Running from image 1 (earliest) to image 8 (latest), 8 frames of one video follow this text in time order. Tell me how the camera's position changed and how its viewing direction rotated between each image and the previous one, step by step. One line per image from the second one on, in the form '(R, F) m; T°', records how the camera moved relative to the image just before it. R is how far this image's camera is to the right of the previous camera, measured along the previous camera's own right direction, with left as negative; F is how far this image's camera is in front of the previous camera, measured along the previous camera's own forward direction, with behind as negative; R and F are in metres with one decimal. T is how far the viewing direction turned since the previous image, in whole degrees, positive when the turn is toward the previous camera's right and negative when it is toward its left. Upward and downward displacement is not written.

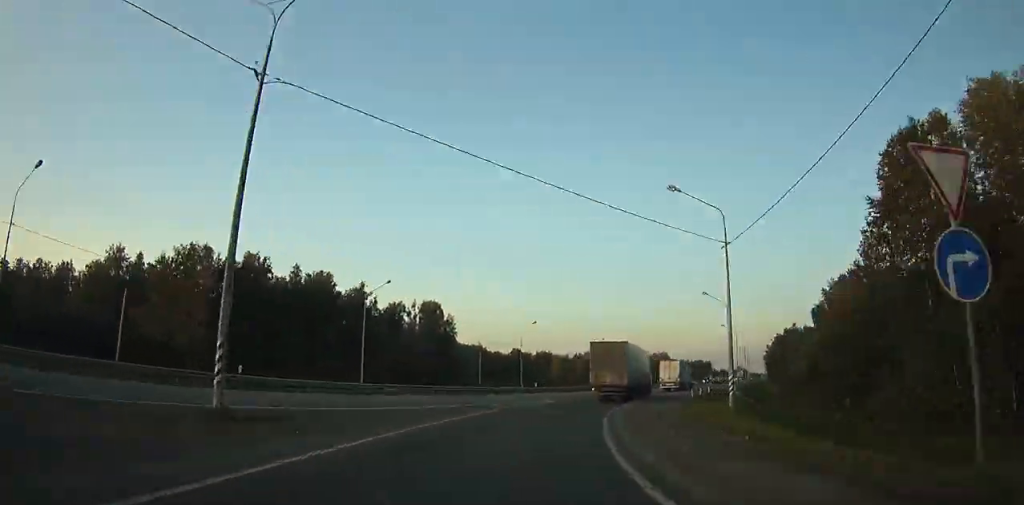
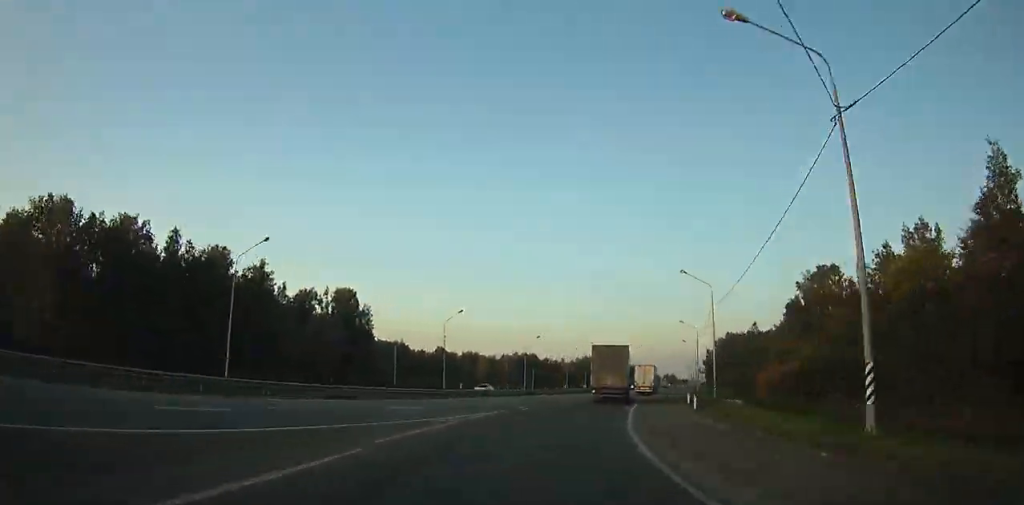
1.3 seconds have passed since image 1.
(-0.7, +26.5) m; +5°
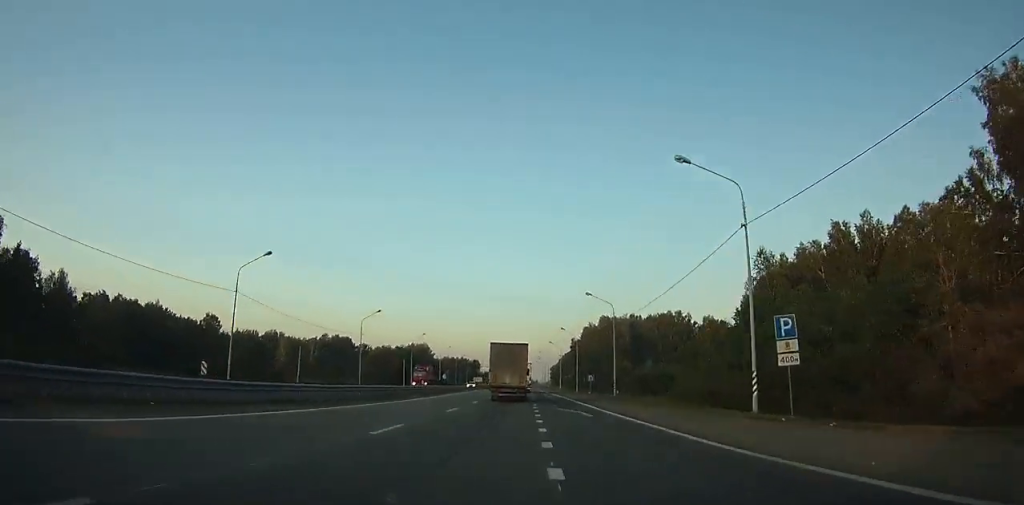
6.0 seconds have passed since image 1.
(+17.8, +82.4) m; +28°
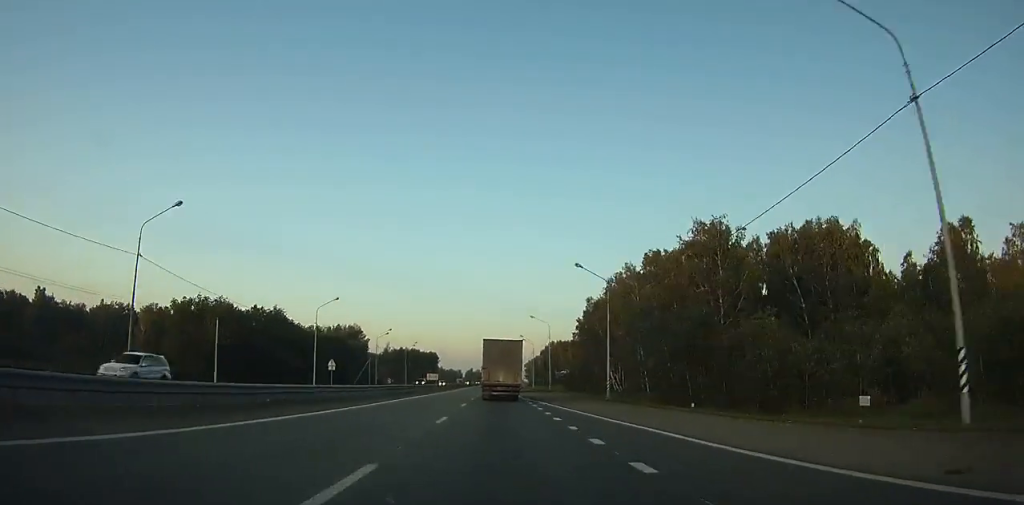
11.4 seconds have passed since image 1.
(+13.1, +95.1) m; +9°
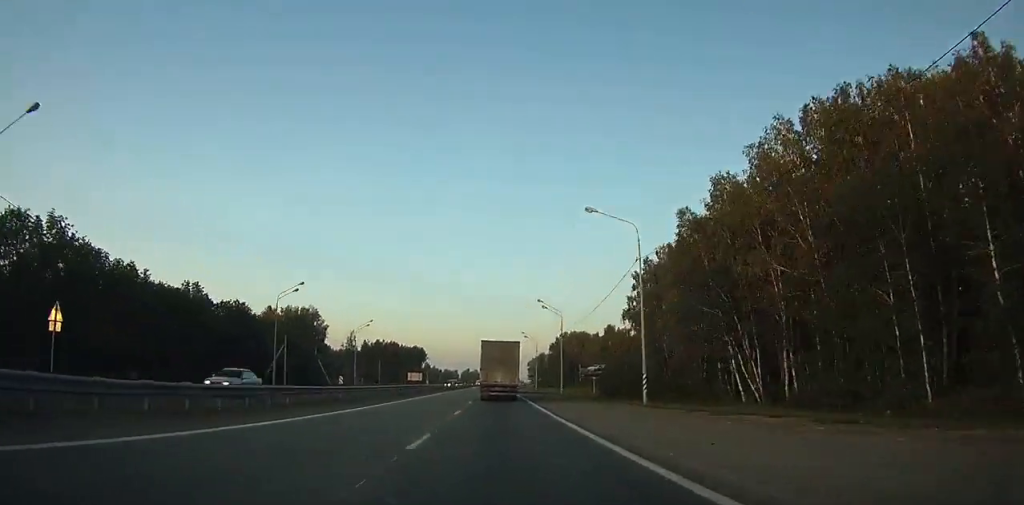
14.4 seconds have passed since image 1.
(+0.1, +55.7) m; 0°
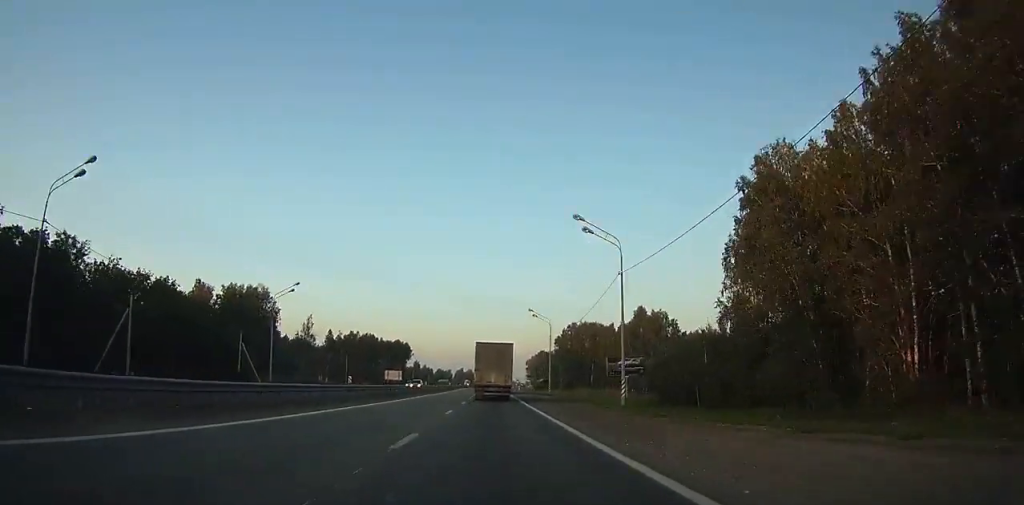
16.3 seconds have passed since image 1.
(+0.2, +36.1) m; 0°
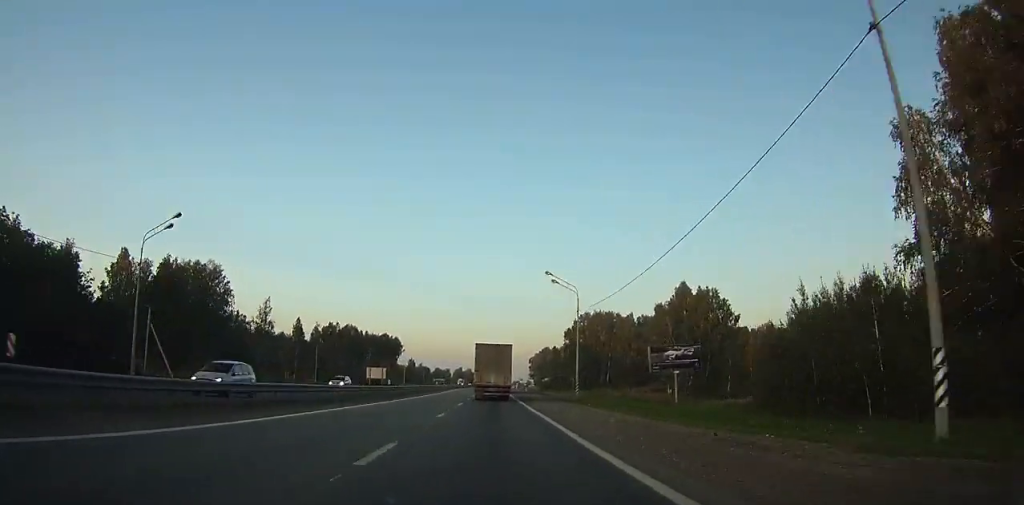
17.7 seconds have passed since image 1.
(+0.1, +26.7) m; 0°
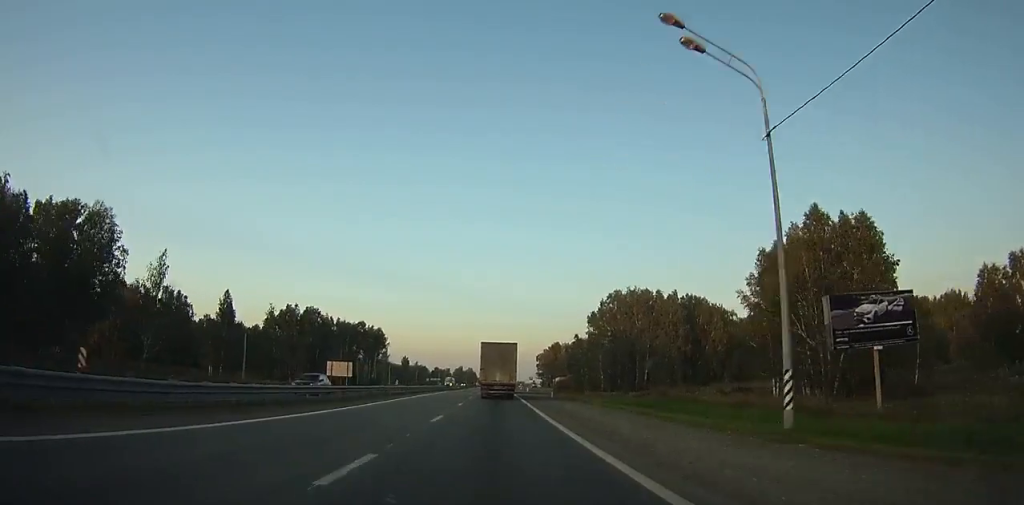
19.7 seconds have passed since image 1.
(-0.1, +38.9) m; 0°
